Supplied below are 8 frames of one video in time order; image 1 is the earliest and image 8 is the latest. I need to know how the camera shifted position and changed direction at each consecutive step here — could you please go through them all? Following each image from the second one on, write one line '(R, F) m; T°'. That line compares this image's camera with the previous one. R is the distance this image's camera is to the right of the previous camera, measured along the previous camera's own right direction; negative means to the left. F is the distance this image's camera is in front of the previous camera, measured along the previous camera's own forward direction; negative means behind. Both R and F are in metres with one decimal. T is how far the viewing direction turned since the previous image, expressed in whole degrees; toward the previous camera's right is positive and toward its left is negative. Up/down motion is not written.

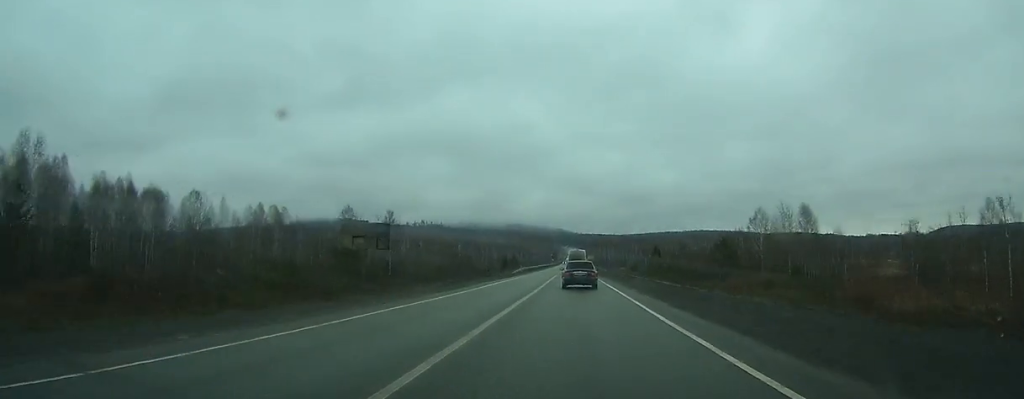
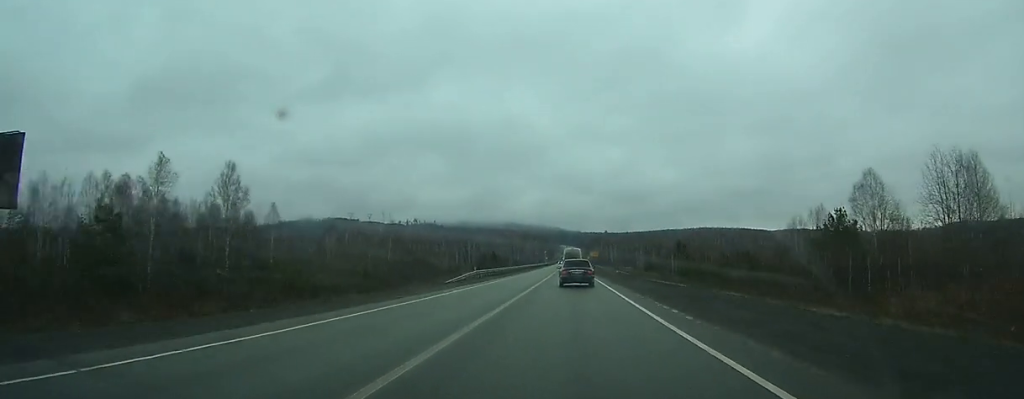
(+0.2, +51.9) m; 0°
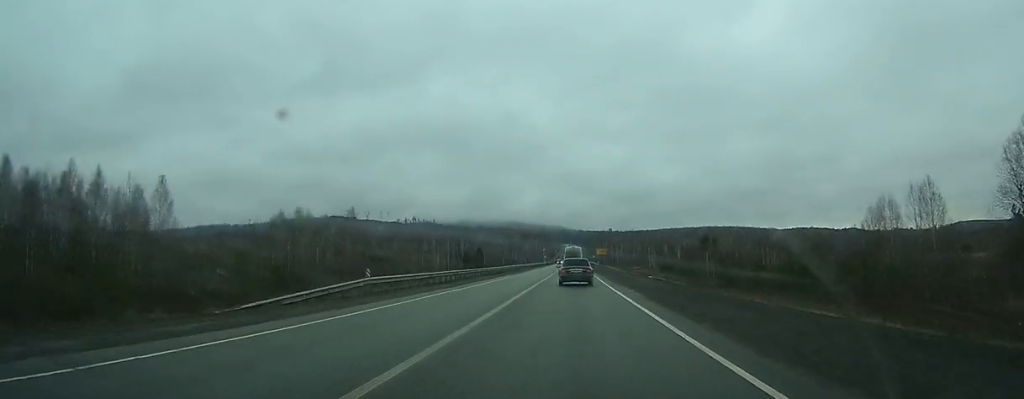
(-0.1, +32.9) m; 0°
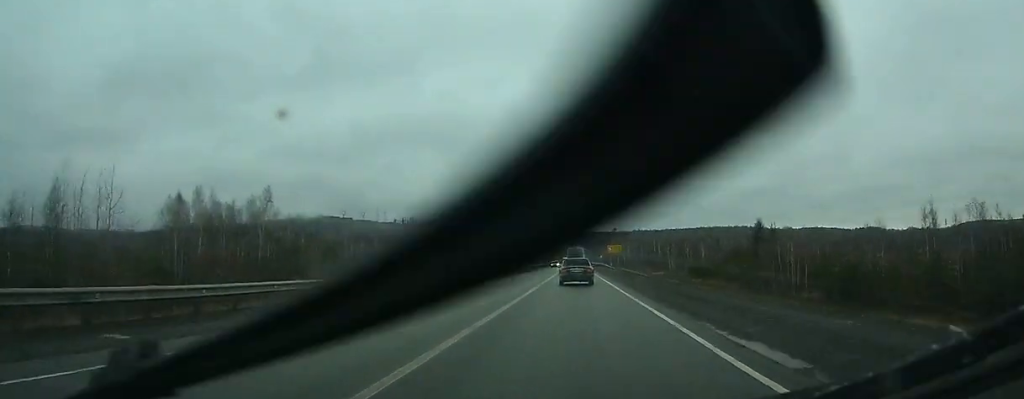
(-0.1, +39.8) m; 0°
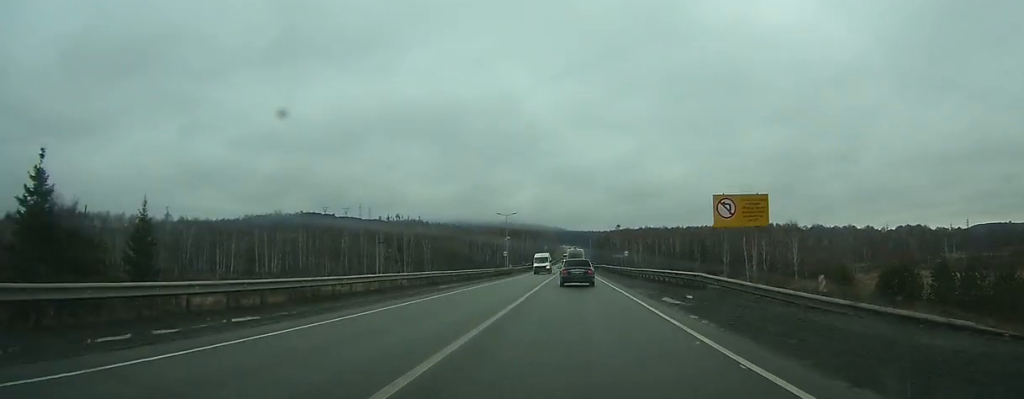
(-0.1, +83.4) m; 0°
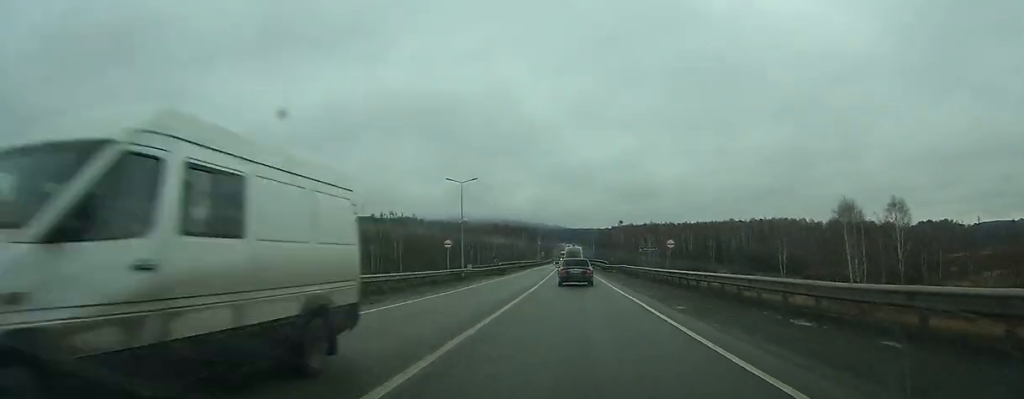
(-0.2, +38.2) m; 0°
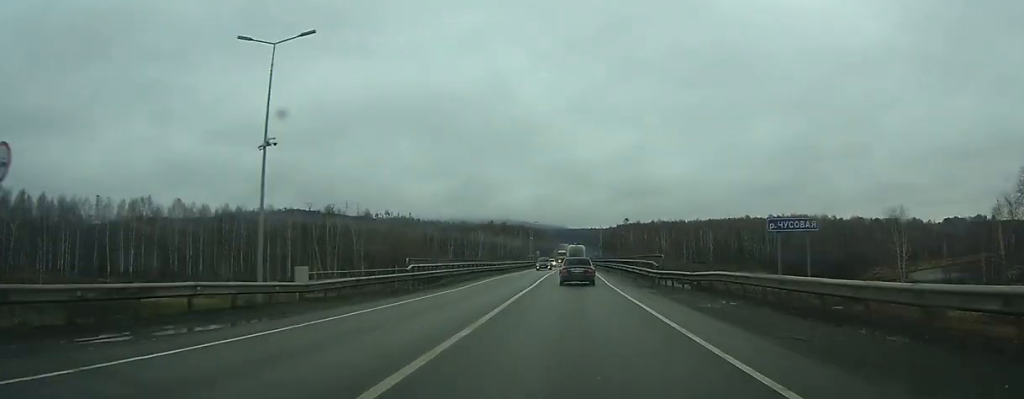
(+0.1, +37.9) m; 0°
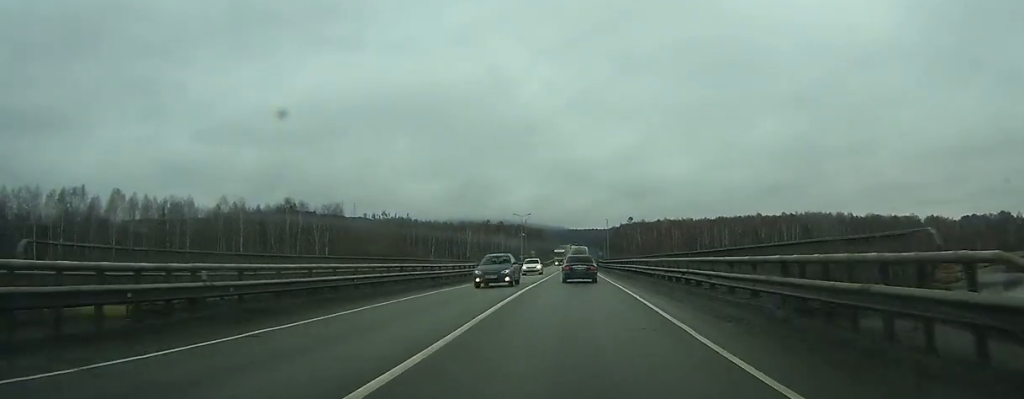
(+0.1, +24.5) m; 0°
